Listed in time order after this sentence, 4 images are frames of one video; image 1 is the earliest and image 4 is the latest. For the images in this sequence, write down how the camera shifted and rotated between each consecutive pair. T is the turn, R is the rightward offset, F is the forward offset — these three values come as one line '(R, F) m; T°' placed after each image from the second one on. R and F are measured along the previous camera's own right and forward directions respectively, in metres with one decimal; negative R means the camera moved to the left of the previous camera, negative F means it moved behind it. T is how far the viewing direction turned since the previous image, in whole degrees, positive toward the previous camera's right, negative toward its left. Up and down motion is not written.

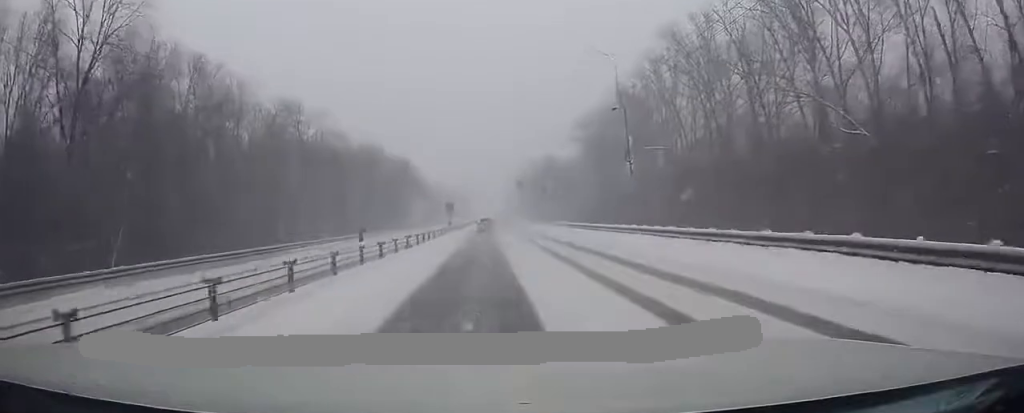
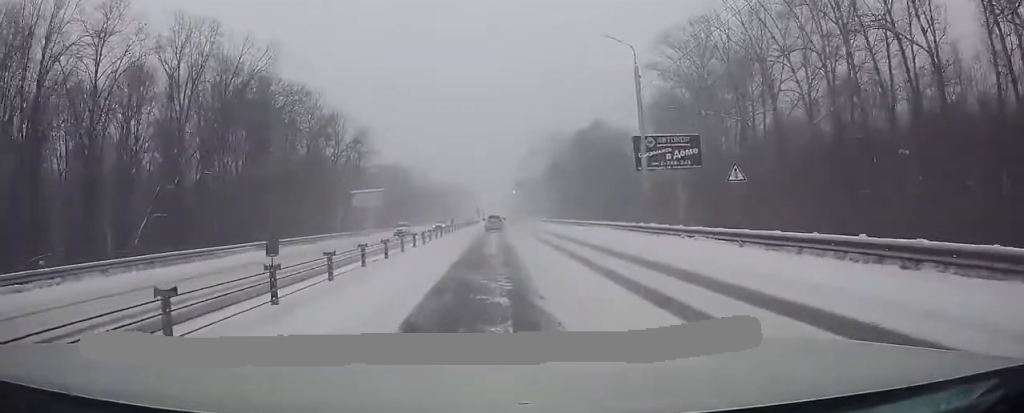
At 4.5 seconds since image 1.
(-0.3, +79.5) m; 0°
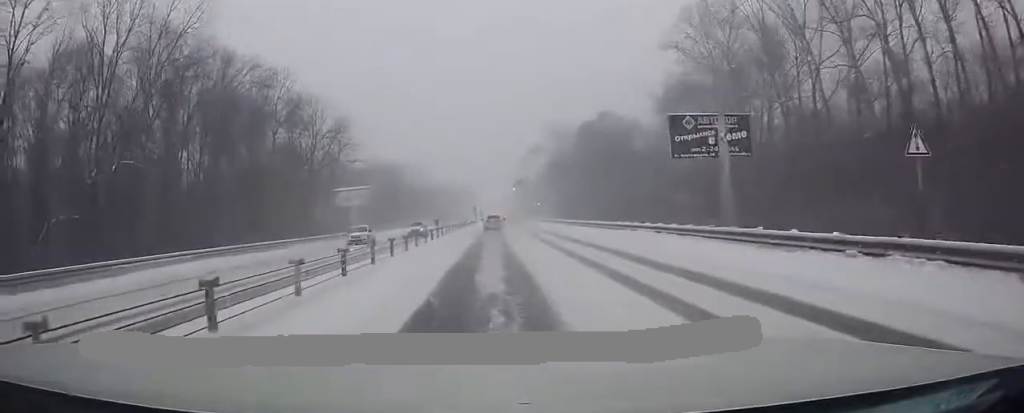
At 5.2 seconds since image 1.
(0.0, +11.0) m; 0°
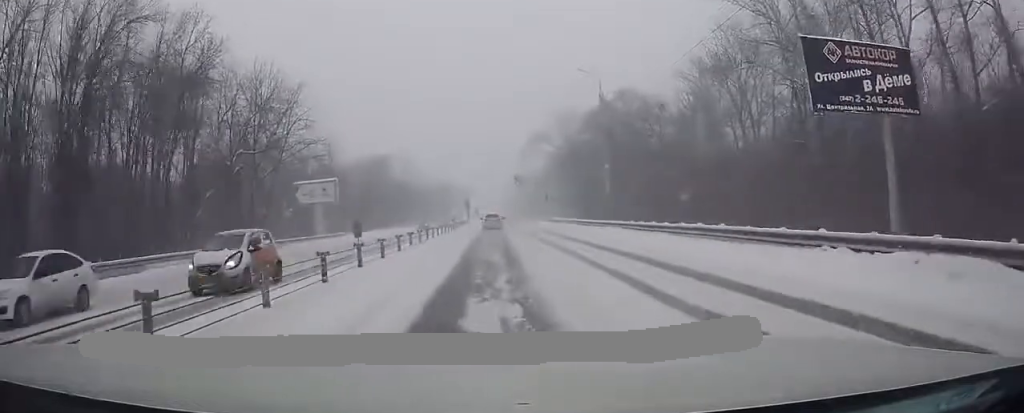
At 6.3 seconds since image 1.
(0.0, +19.6) m; 0°
